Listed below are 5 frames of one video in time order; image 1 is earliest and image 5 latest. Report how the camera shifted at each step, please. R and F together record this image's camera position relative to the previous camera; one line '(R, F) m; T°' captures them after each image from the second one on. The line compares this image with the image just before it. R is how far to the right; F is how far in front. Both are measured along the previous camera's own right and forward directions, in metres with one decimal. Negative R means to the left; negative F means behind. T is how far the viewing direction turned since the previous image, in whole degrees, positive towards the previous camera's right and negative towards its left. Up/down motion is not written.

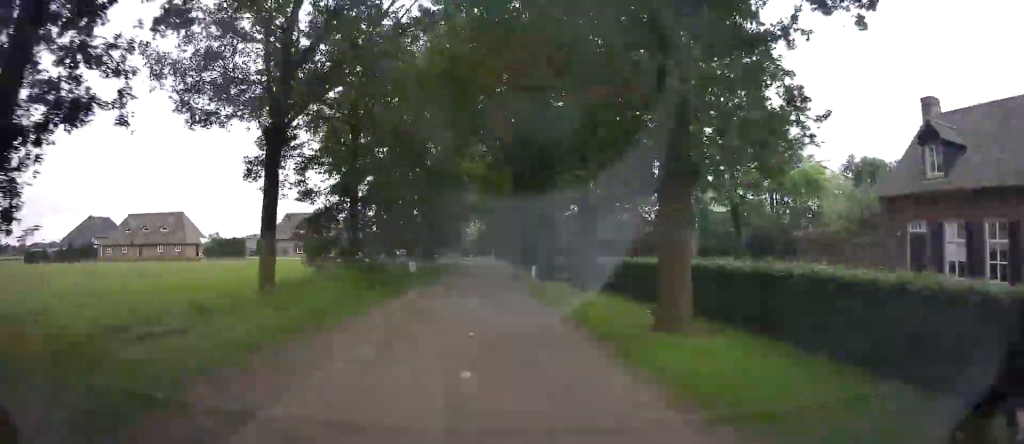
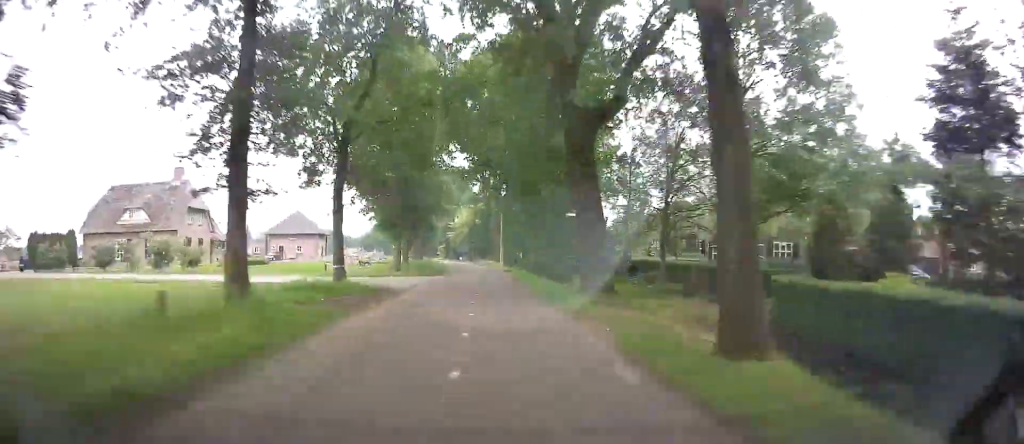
(+0.2, +61.4) m; 0°
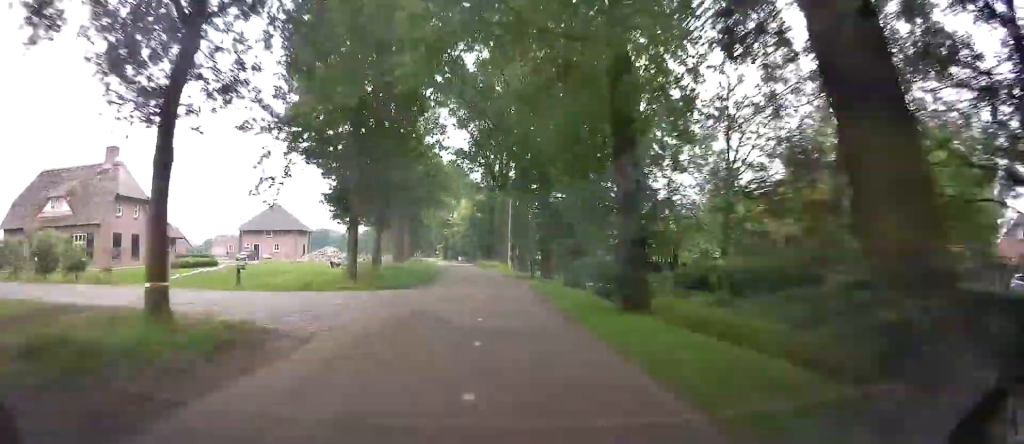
(+0.1, +12.6) m; -1°
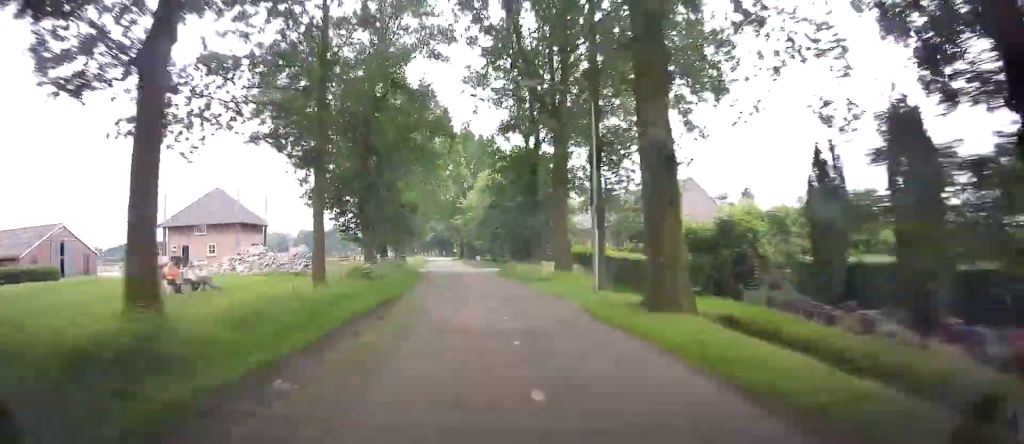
(-0.6, +29.6) m; -3°
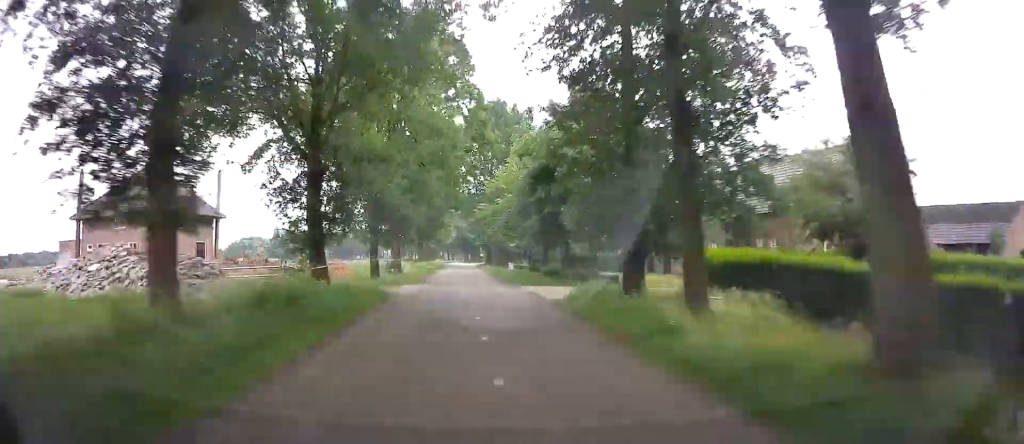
(-0.6, +20.7) m; -2°
